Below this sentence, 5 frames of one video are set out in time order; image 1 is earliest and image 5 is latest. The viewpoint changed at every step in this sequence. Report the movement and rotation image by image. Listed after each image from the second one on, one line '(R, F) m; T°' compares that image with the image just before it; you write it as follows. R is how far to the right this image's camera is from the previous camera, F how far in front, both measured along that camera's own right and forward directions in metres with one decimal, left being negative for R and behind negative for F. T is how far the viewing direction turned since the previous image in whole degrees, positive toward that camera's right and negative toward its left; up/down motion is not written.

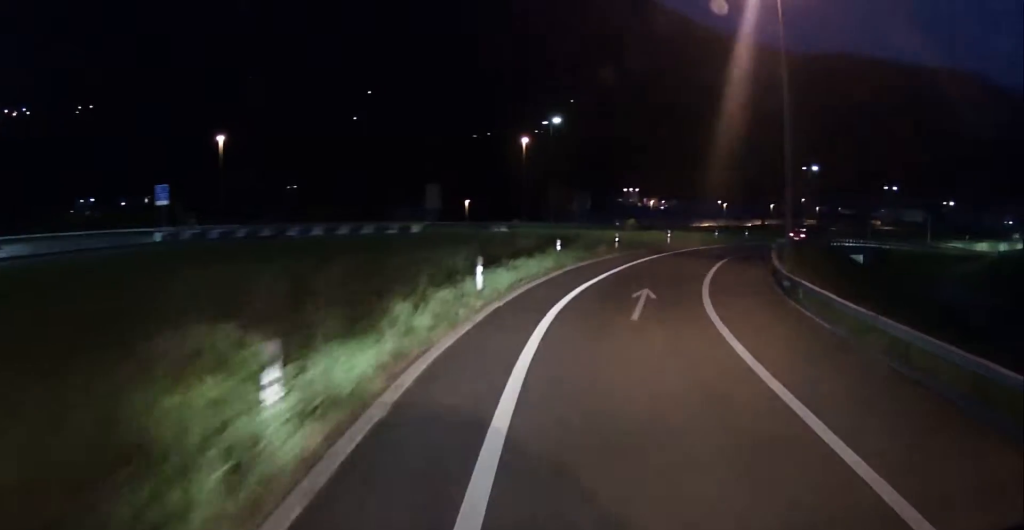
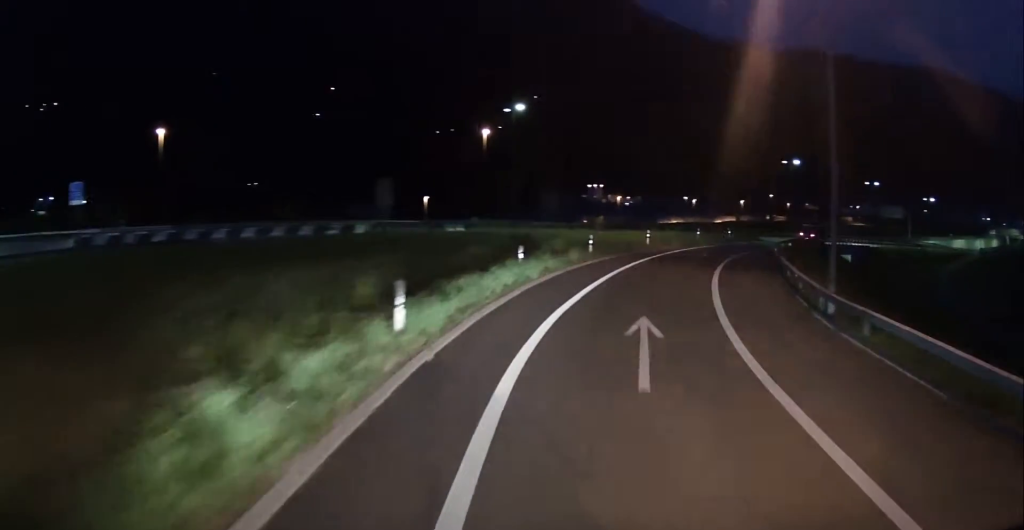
(-0.4, +6.2) m; +2°
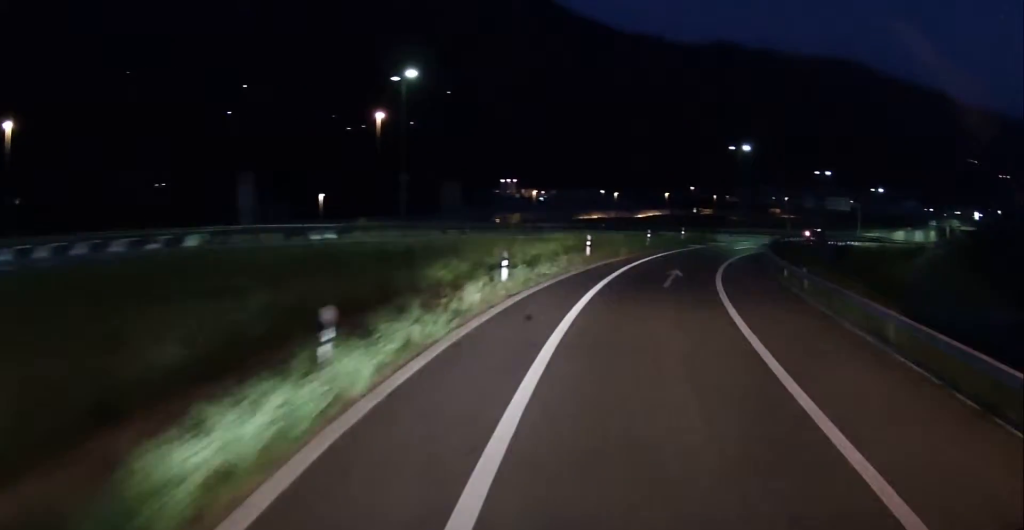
(+0.7, +13.0) m; +6°
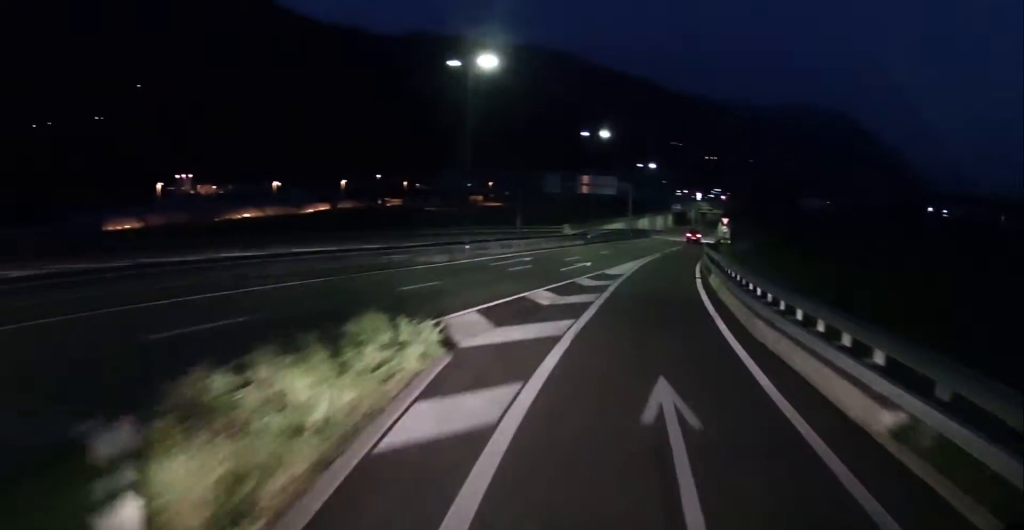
(+14.4, +39.1) m; +35°
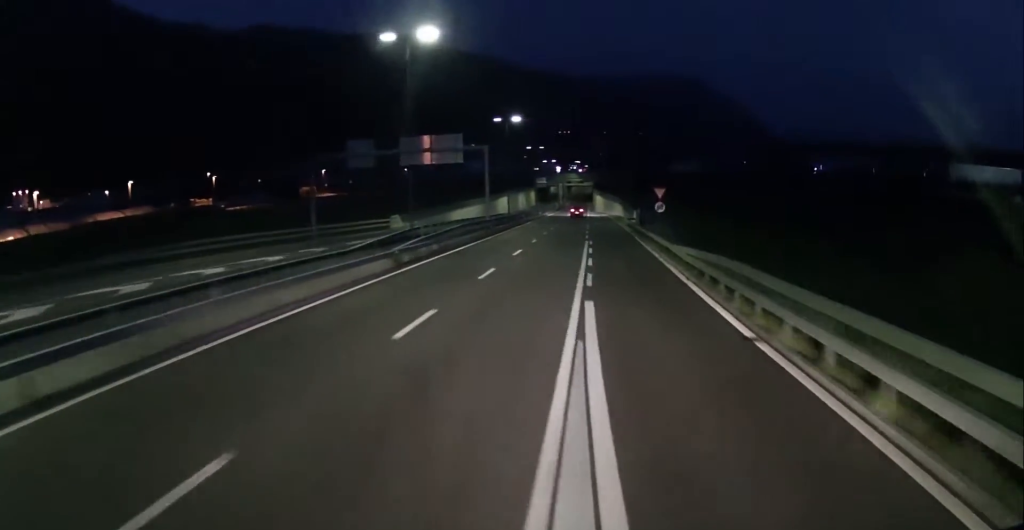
(+4.4, +31.1) m; +12°
